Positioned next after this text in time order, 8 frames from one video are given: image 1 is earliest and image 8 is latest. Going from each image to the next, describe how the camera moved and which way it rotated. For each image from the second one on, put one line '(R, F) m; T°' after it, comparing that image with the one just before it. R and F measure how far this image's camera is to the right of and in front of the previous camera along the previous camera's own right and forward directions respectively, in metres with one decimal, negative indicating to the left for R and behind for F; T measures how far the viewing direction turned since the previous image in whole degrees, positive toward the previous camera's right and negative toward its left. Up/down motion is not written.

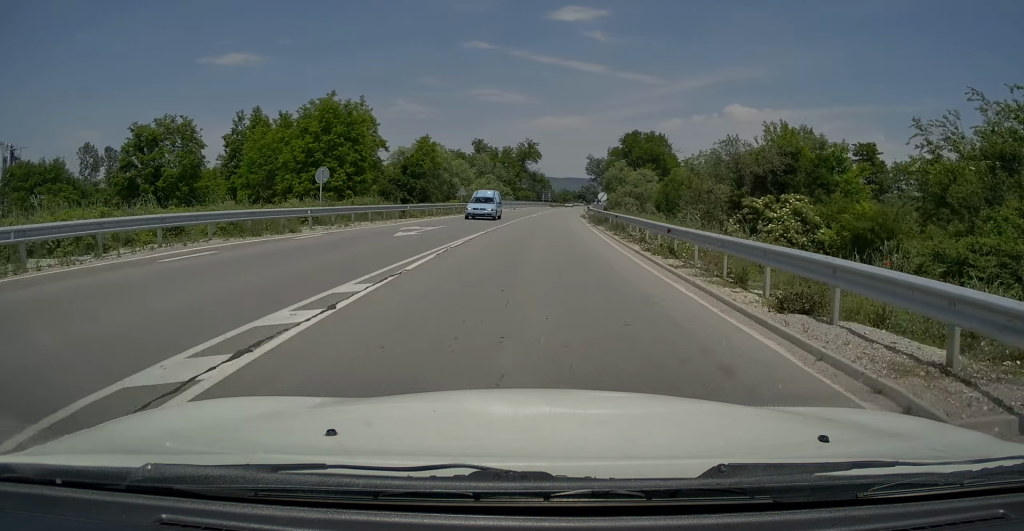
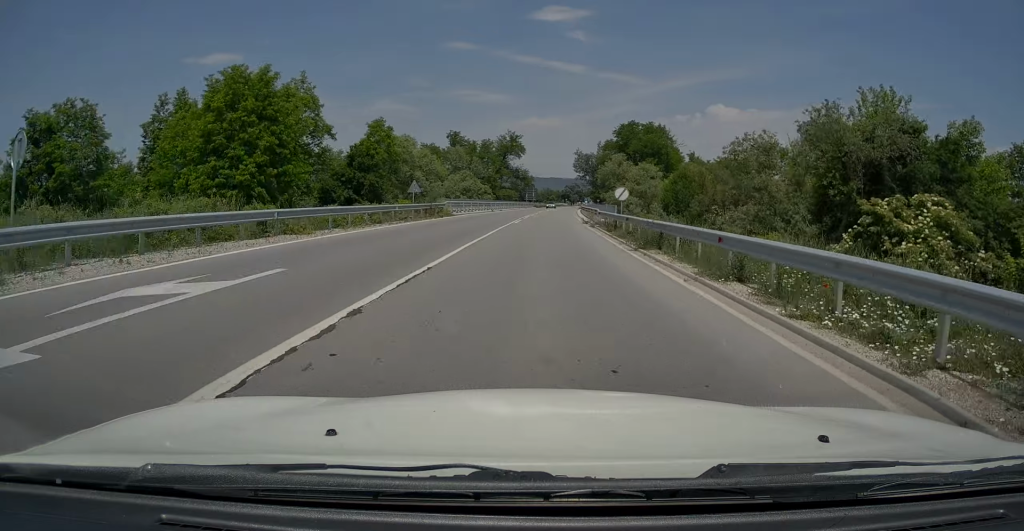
(+0.2, +15.8) m; +1°
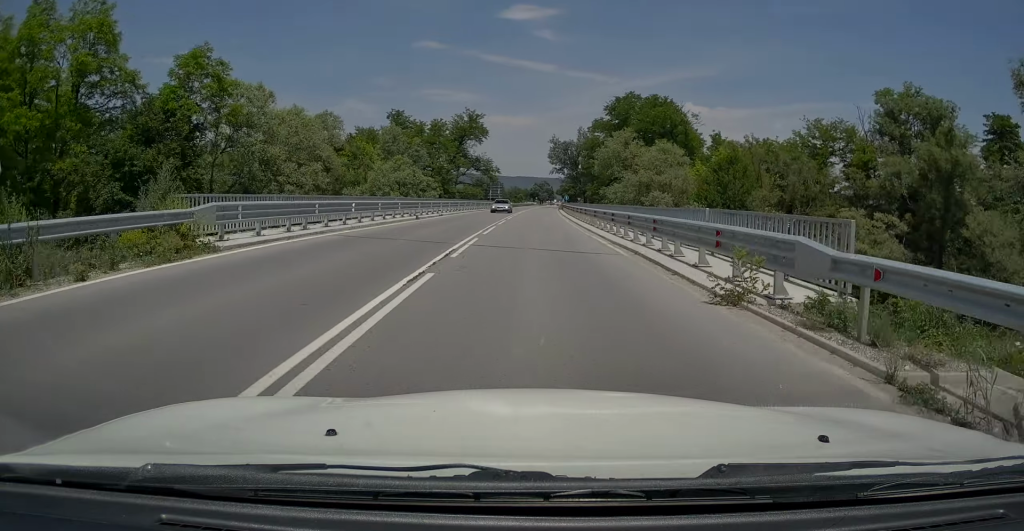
(+0.6, +29.0) m; +3°
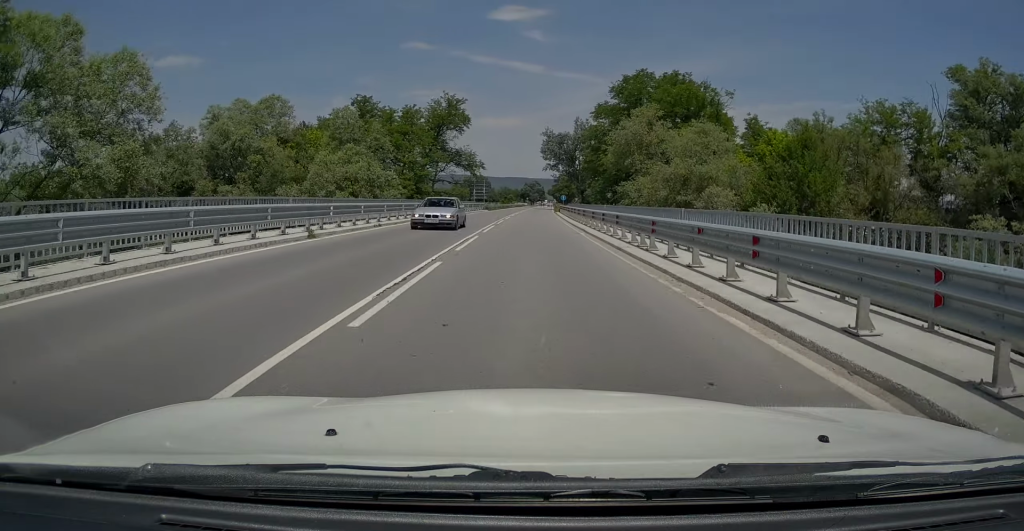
(+0.2, +15.3) m; +1°
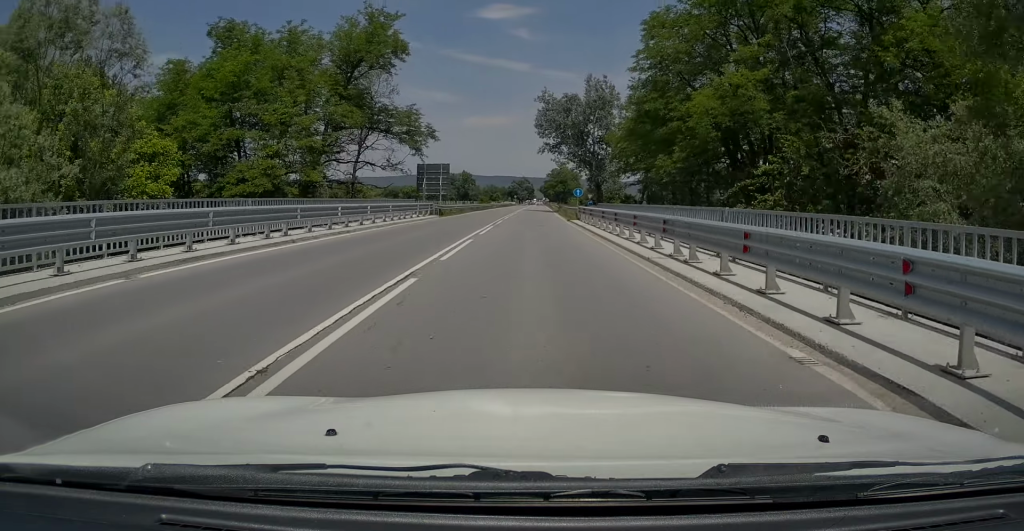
(+0.7, +37.7) m; +2°
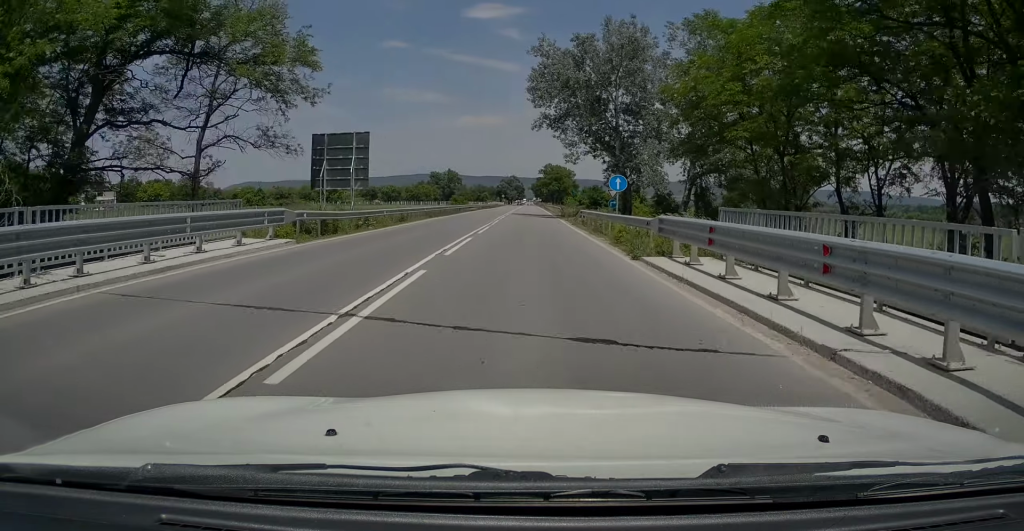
(+0.1, +25.2) m; +1°
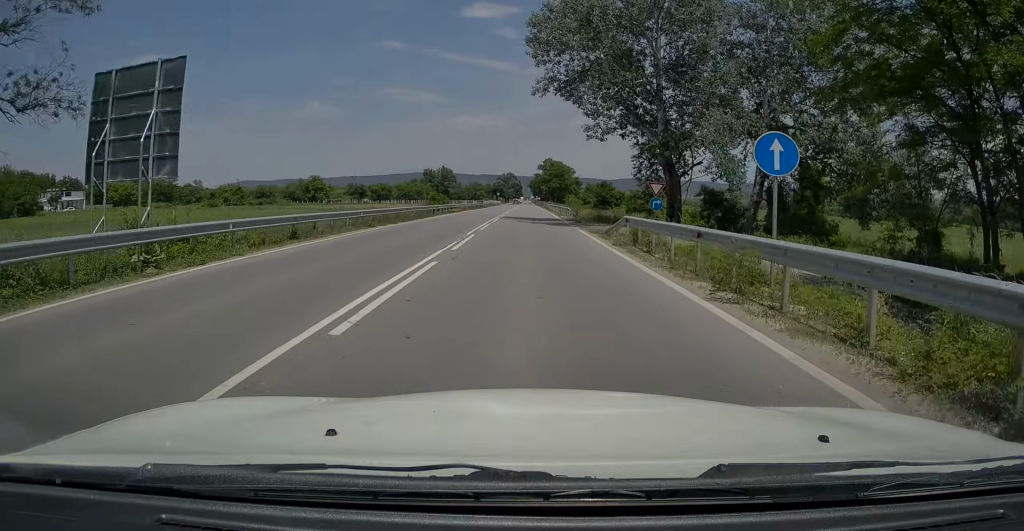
(+0.1, +16.1) m; 0°
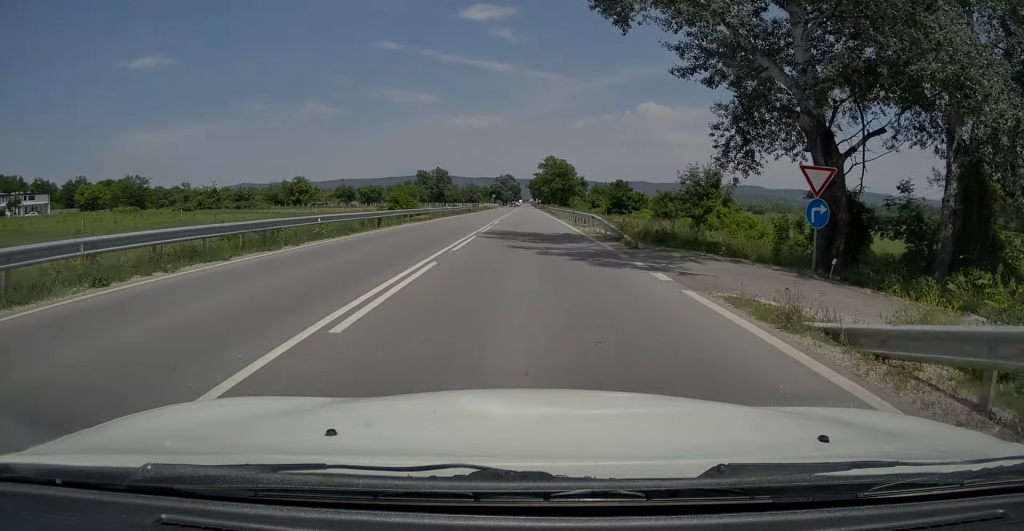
(+0.1, +17.4) m; 0°
